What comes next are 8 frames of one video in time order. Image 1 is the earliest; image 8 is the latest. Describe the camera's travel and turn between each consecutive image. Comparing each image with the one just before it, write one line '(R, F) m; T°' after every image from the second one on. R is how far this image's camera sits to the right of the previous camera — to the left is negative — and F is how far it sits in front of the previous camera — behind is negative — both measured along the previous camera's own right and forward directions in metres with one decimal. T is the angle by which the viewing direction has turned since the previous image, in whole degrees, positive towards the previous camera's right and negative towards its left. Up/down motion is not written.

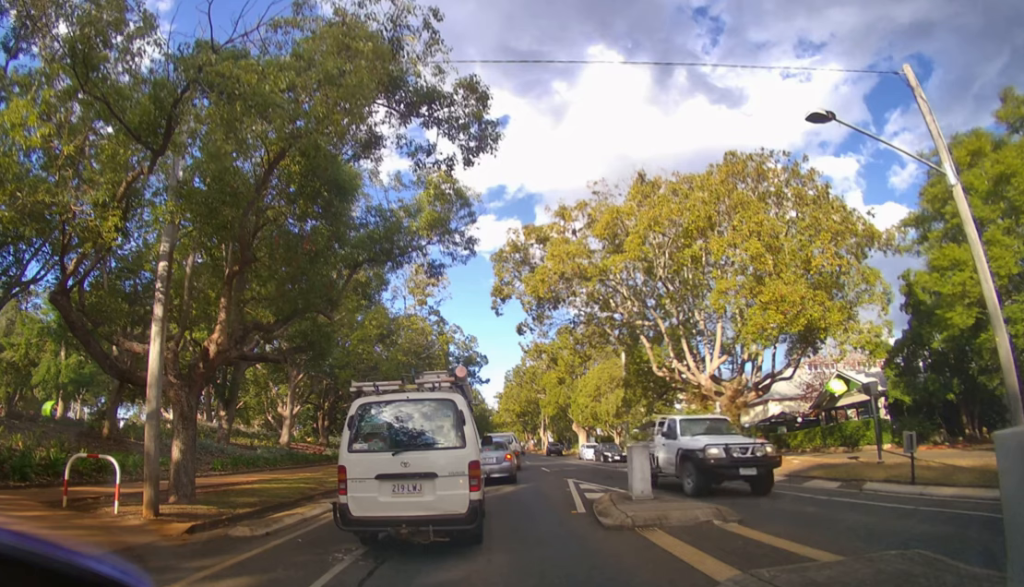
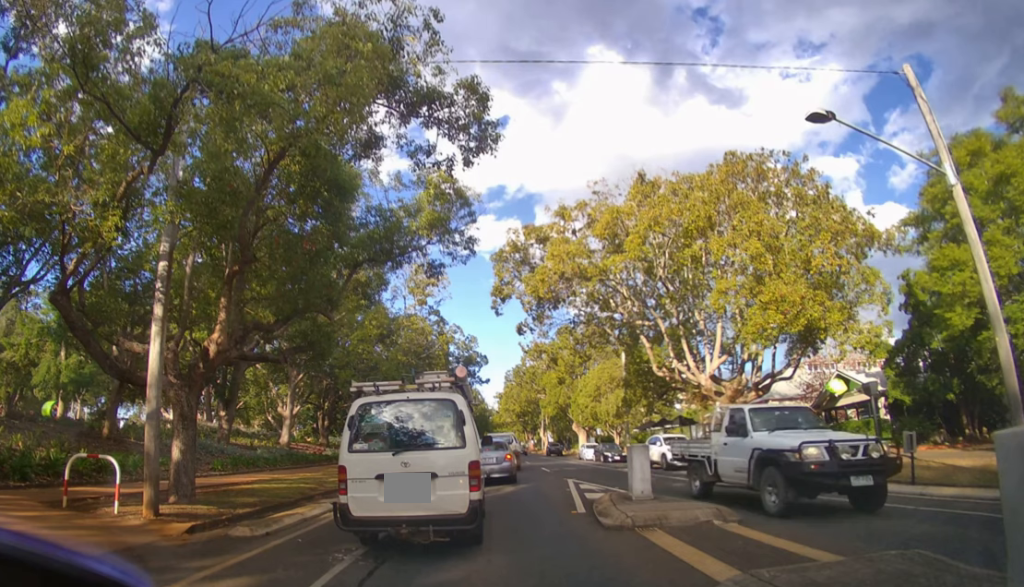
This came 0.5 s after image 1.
(0.0, 0.0) m; 0°
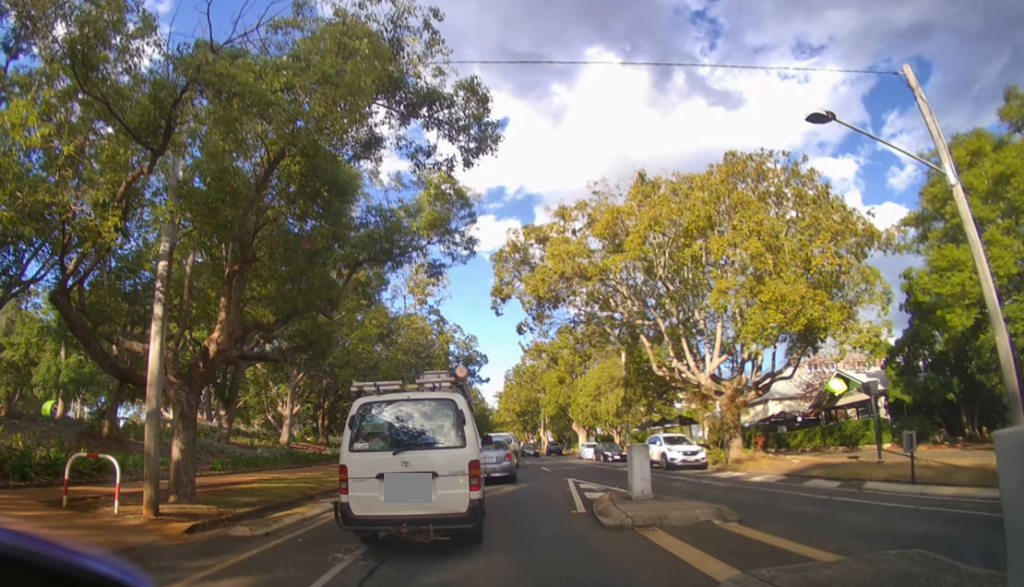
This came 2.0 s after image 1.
(0.0, 0.0) m; 0°
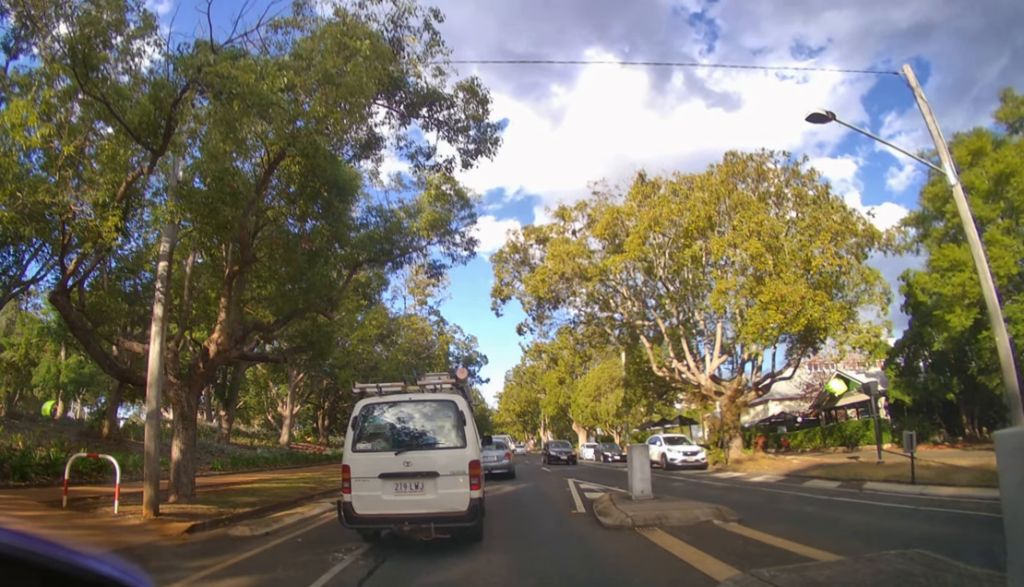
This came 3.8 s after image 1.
(0.0, 0.0) m; 0°
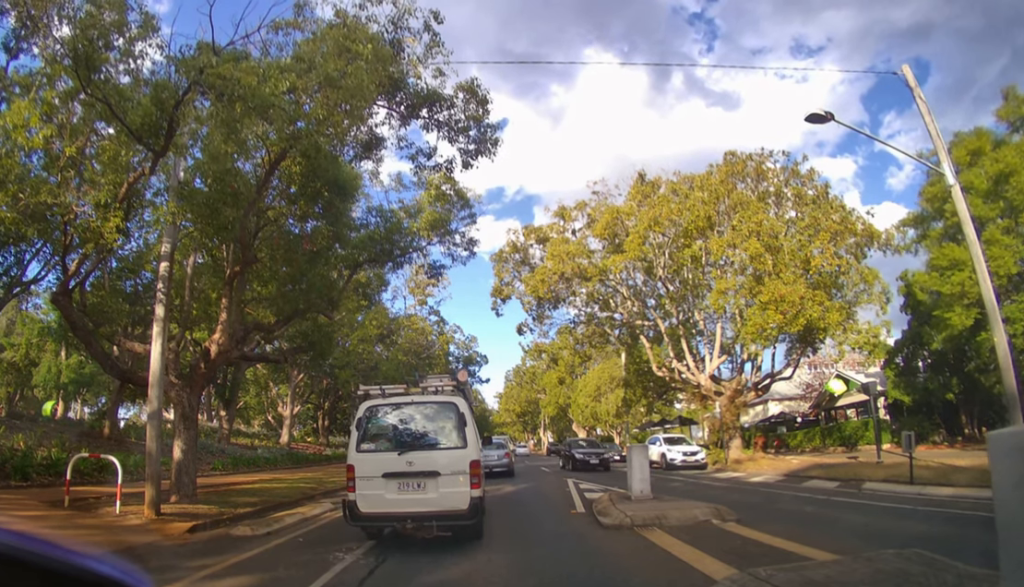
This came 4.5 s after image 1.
(0.0, 0.0) m; 0°
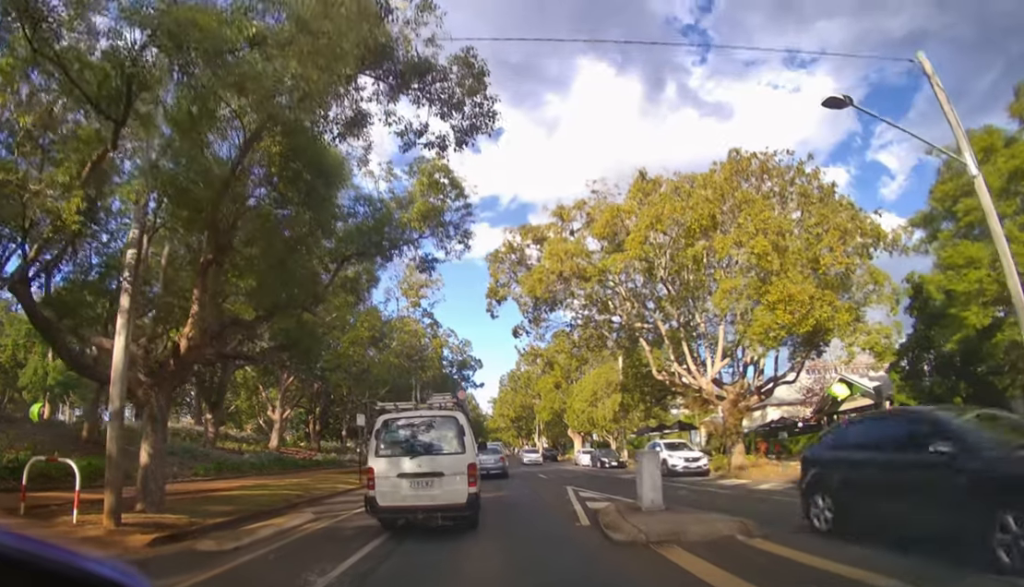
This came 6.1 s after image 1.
(0.0, +0.6) m; +2°
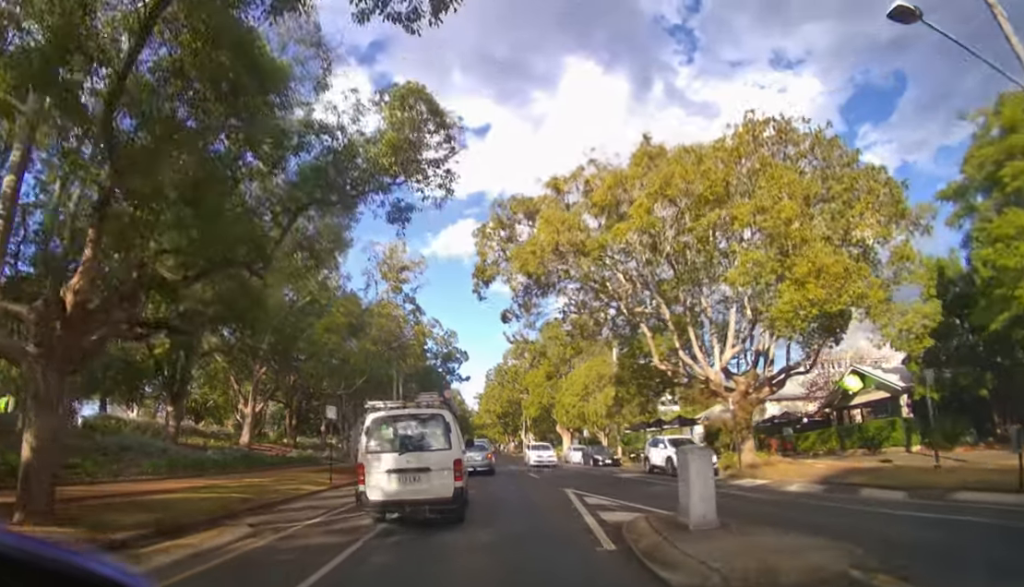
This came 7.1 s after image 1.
(+0.1, +1.8) m; +3°
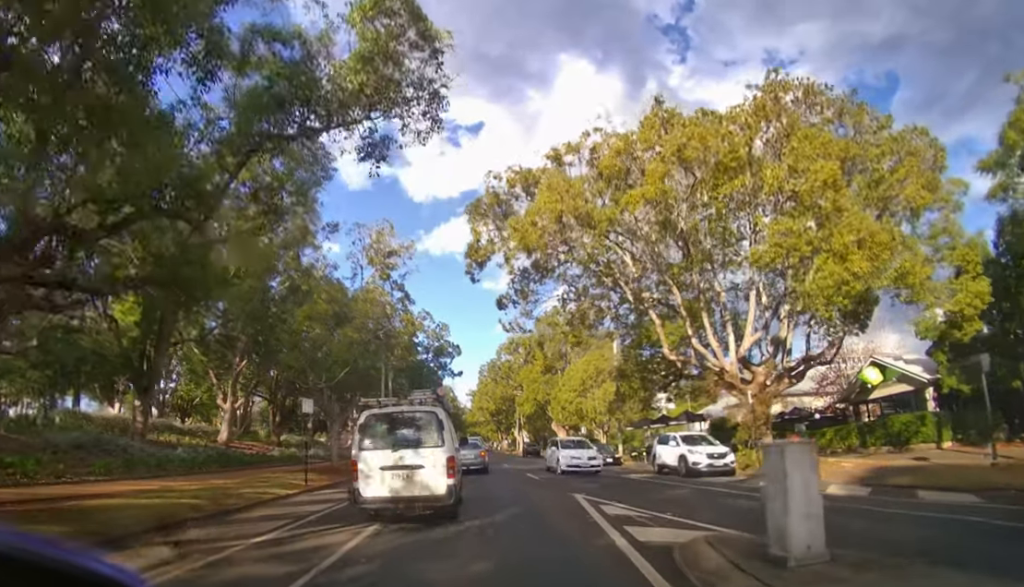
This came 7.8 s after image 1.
(+0.1, +2.0) m; -1°
